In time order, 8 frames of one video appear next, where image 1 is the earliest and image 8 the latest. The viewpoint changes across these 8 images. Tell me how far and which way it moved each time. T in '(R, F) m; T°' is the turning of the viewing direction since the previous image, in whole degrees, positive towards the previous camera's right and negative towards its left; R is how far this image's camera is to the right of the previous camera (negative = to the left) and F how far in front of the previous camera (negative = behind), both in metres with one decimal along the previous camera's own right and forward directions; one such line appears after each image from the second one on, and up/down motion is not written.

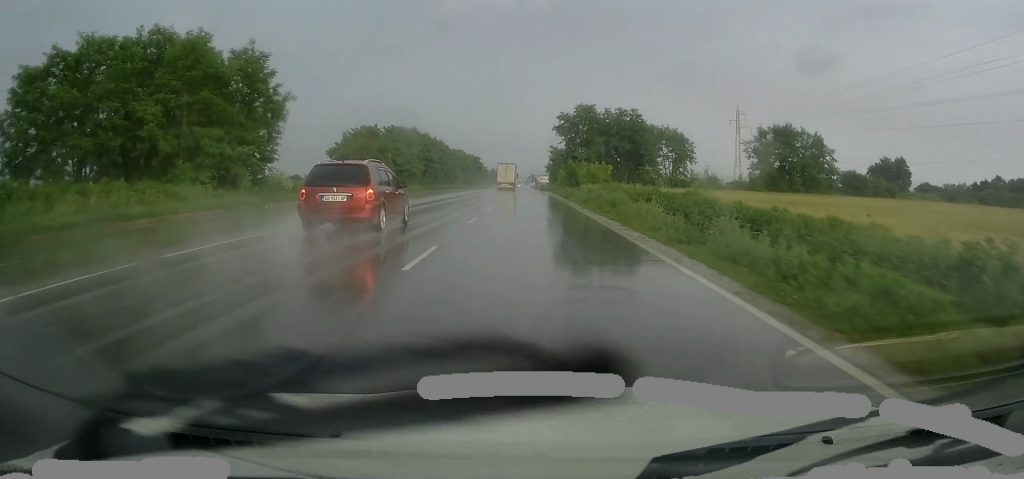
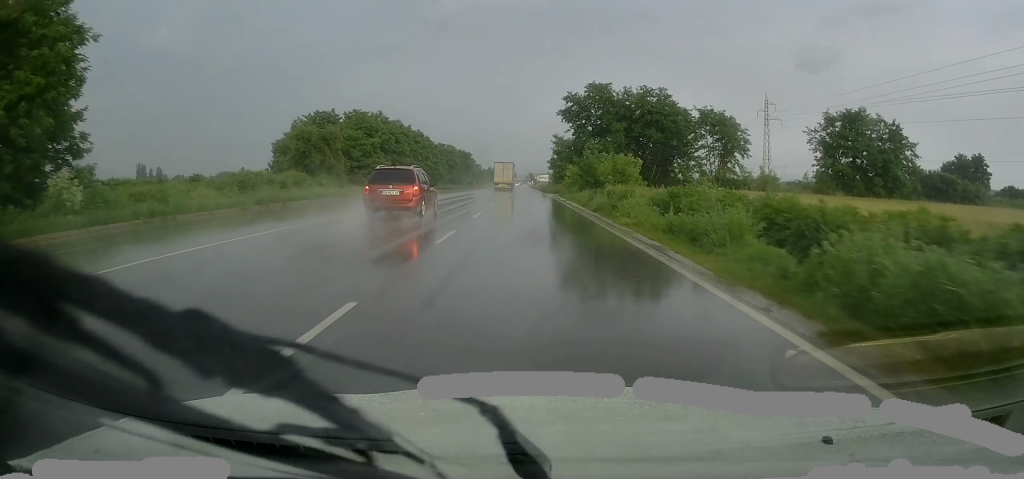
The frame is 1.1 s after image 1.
(0.0, +22.8) m; 0°
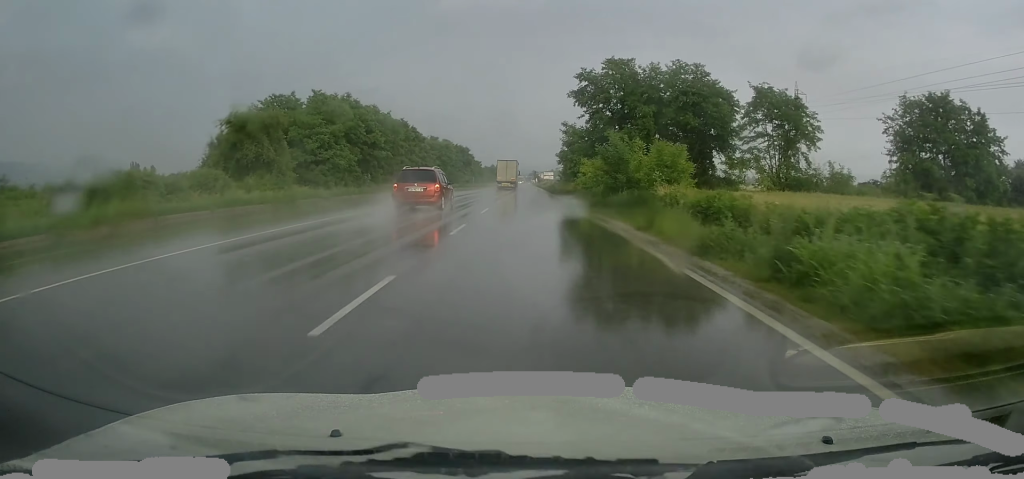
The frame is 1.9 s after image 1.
(-0.1, +15.9) m; 0°
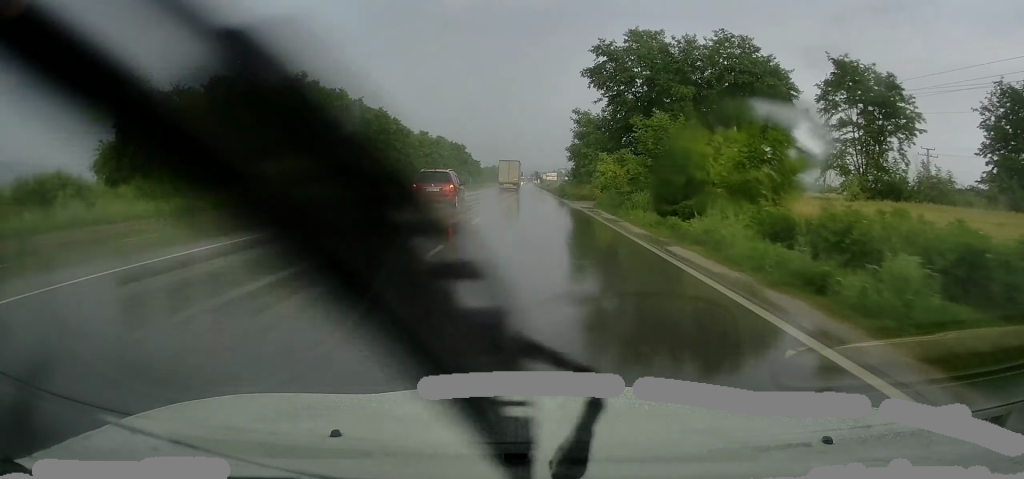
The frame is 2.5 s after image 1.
(0.0, +13.9) m; 0°
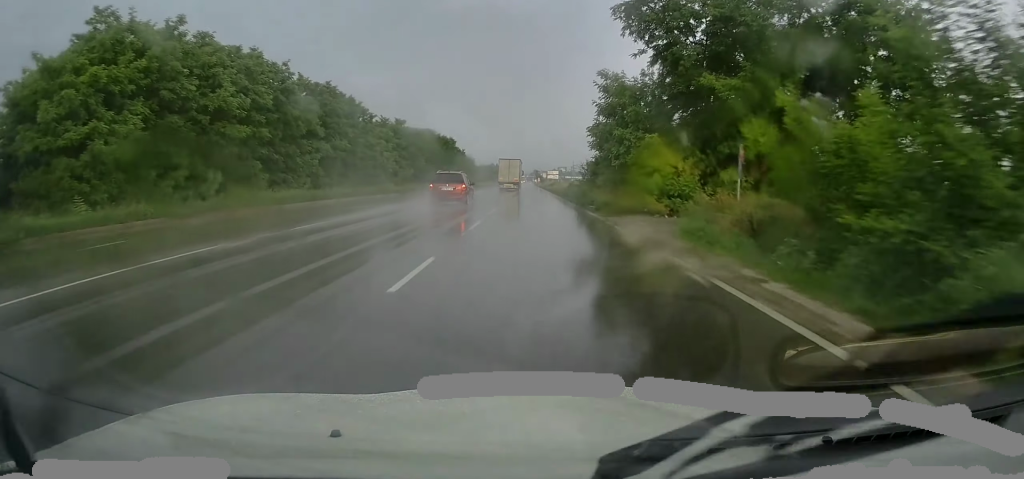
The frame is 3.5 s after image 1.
(0.0, +19.4) m; 0°
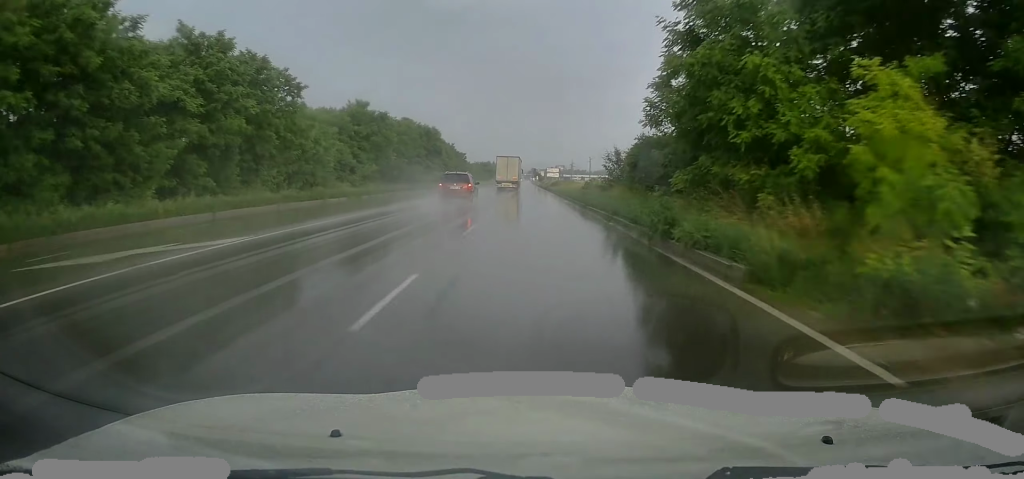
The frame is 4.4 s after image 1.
(0.0, +19.4) m; 0°
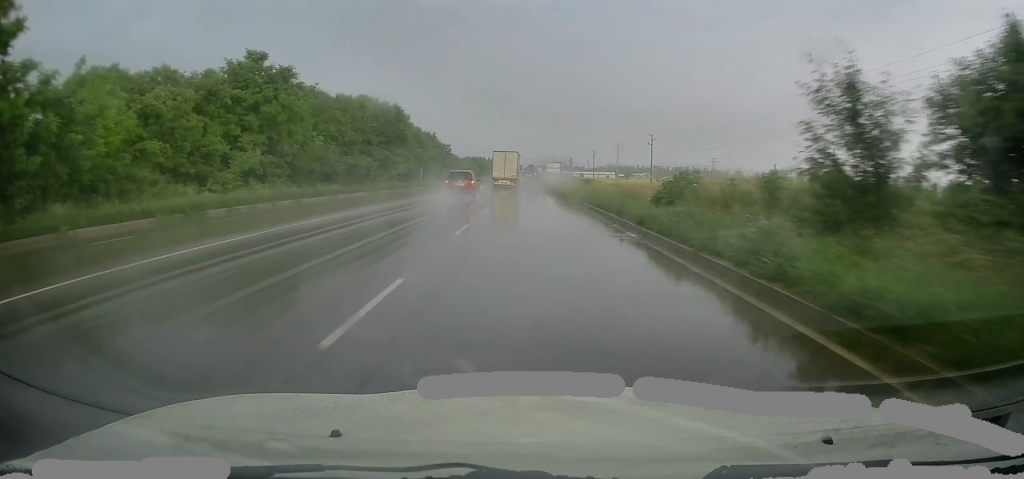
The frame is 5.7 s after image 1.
(-0.1, +27.0) m; 0°
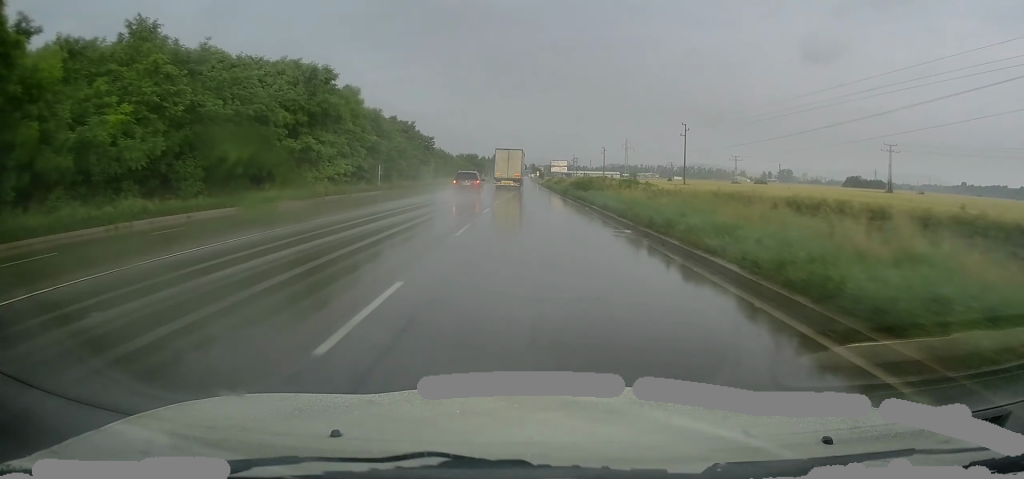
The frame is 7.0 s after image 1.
(+0.1, +26.7) m; 0°
